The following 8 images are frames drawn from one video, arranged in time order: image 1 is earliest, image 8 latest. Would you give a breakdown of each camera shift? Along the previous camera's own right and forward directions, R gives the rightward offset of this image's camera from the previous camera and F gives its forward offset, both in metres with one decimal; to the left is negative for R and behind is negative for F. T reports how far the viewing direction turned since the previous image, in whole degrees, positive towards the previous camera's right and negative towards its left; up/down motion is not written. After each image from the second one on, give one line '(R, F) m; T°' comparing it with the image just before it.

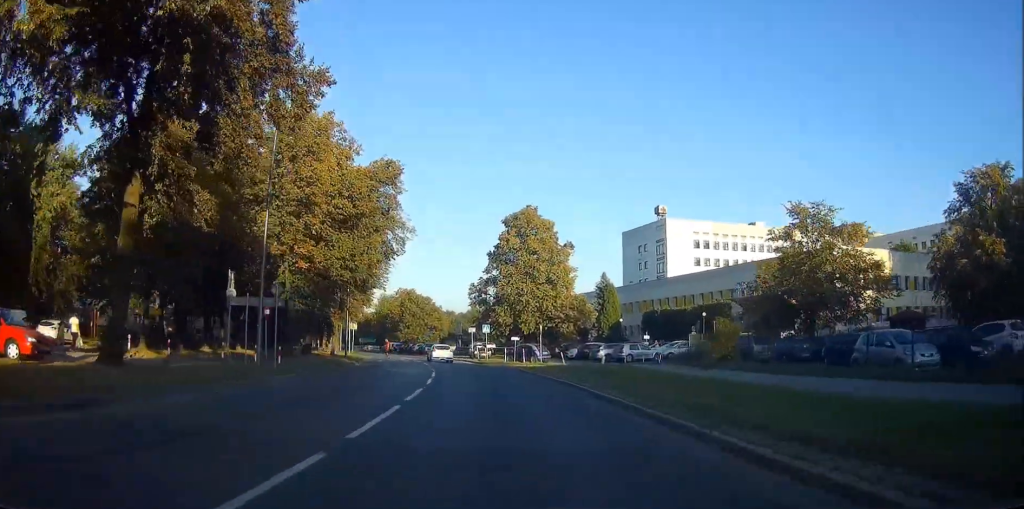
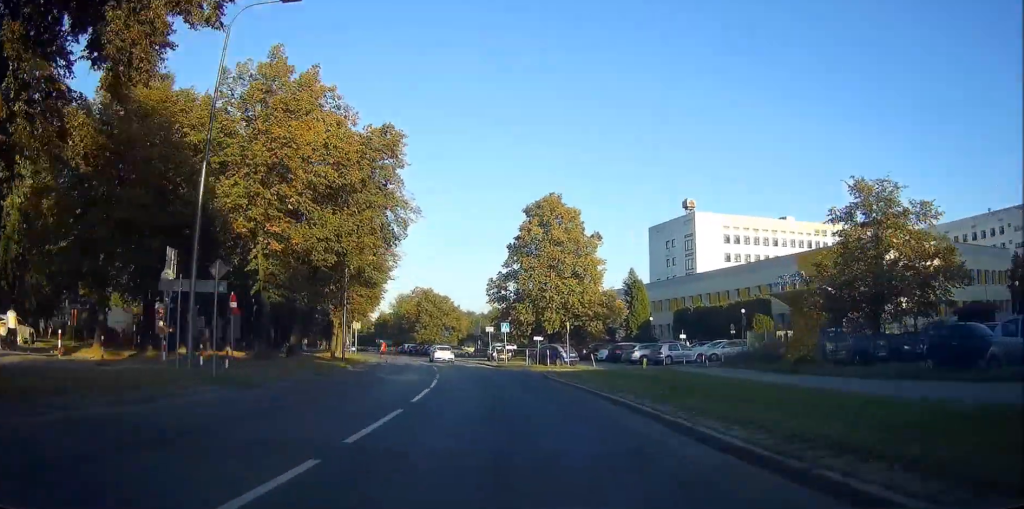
(0.0, +6.7) m; 0°
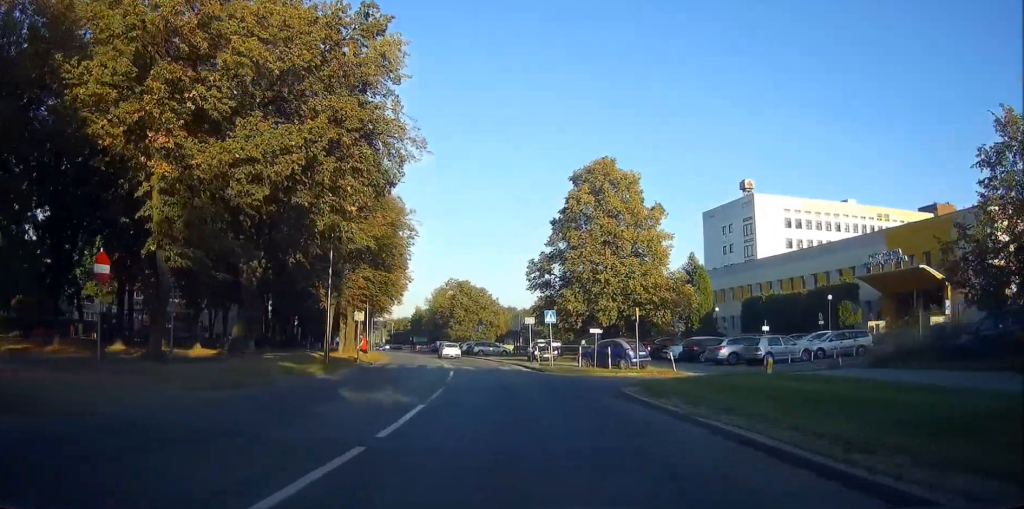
(0.0, +12.3) m; 0°
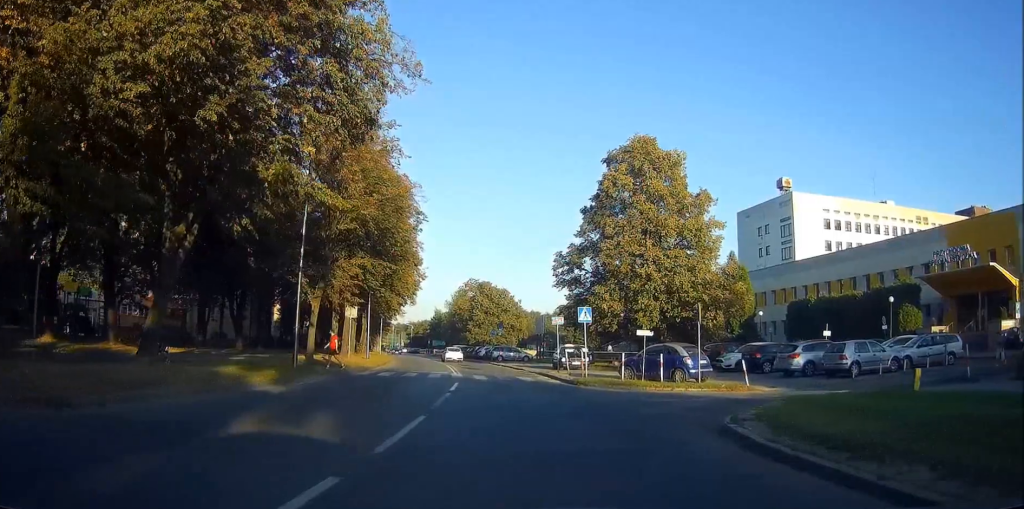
(0.0, +7.6) m; 0°
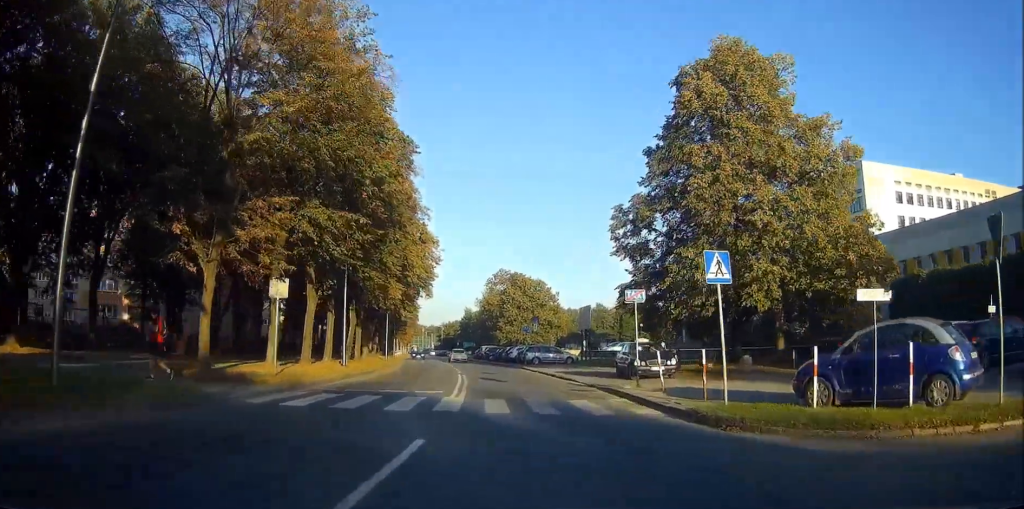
(0.0, +15.4) m; 0°
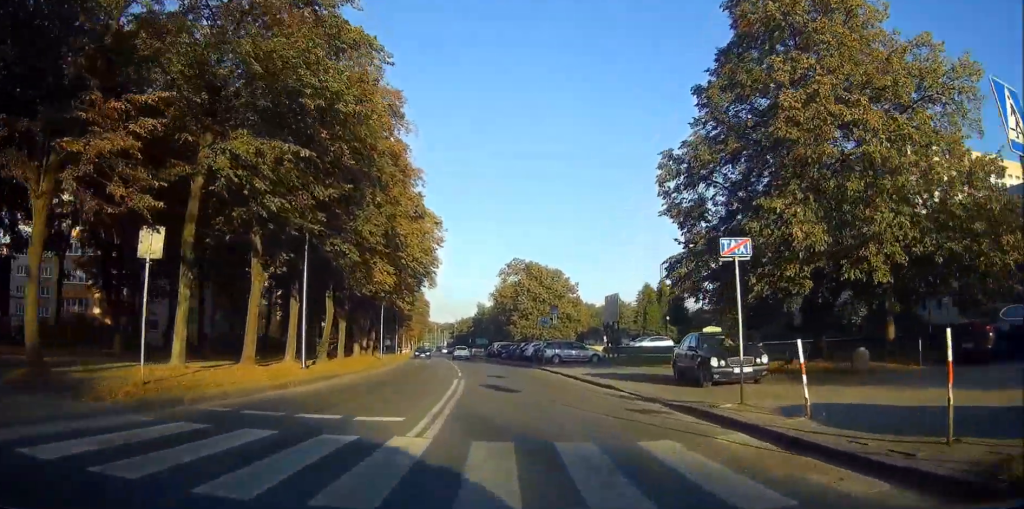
(0.0, +8.6) m; 0°
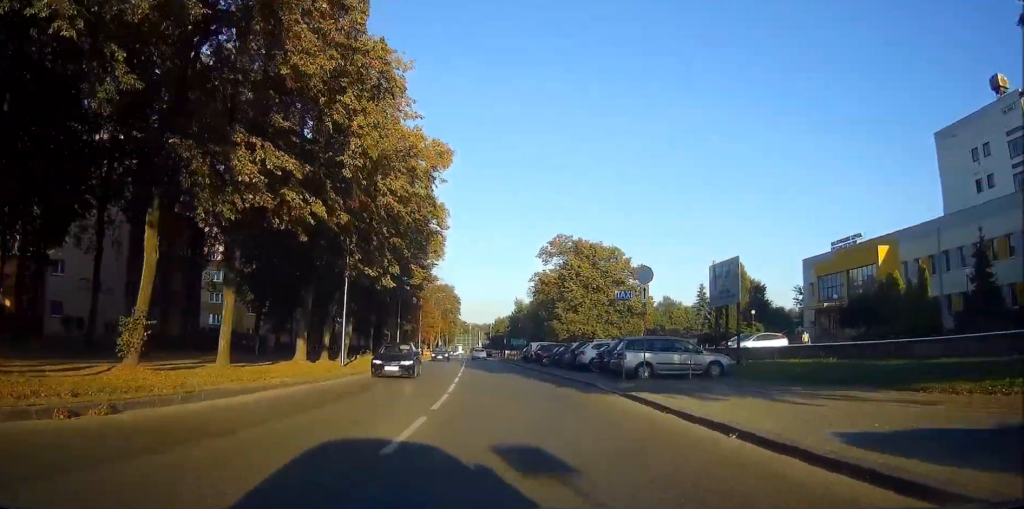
(0.0, +21.1) m; 0°
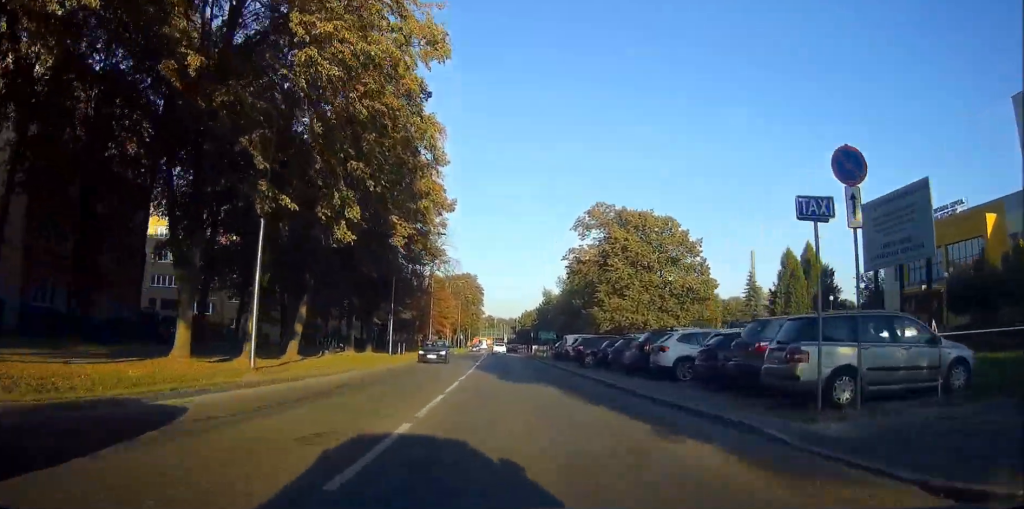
(0.0, +13.9) m; -3°
